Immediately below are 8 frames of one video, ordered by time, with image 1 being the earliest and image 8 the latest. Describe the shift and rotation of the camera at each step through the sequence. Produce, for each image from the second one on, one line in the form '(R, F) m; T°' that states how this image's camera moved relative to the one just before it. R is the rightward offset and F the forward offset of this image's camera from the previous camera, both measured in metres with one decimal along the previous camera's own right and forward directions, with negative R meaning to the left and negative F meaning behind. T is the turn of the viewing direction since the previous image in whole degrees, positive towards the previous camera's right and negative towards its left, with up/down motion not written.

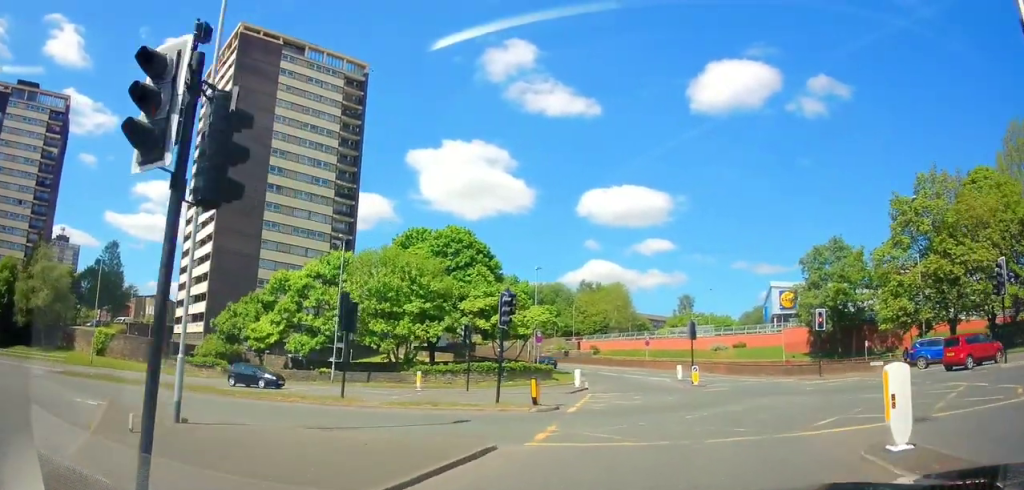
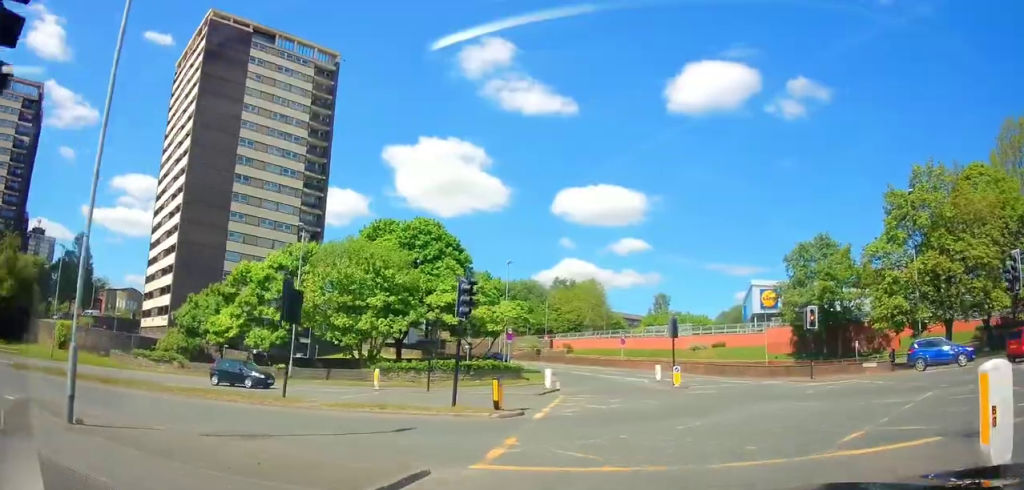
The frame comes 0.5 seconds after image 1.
(0.0, +3.0) m; +3°
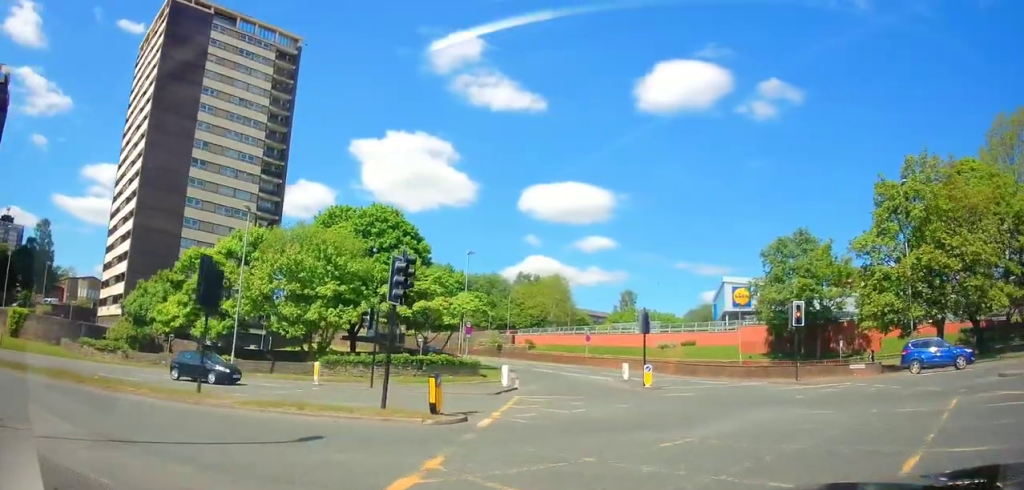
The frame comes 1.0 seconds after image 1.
(+0.1, +3.1) m; +6°
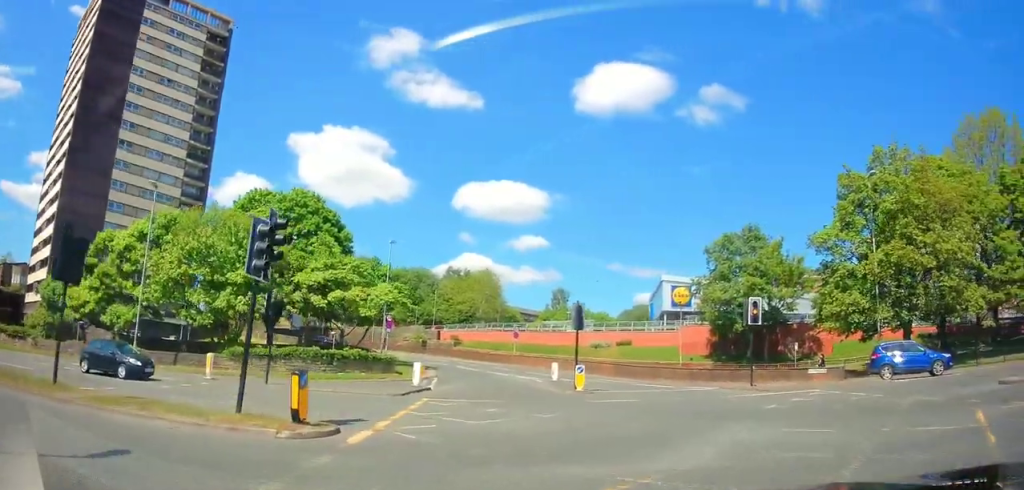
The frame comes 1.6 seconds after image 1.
(+0.2, +3.5) m; +9°
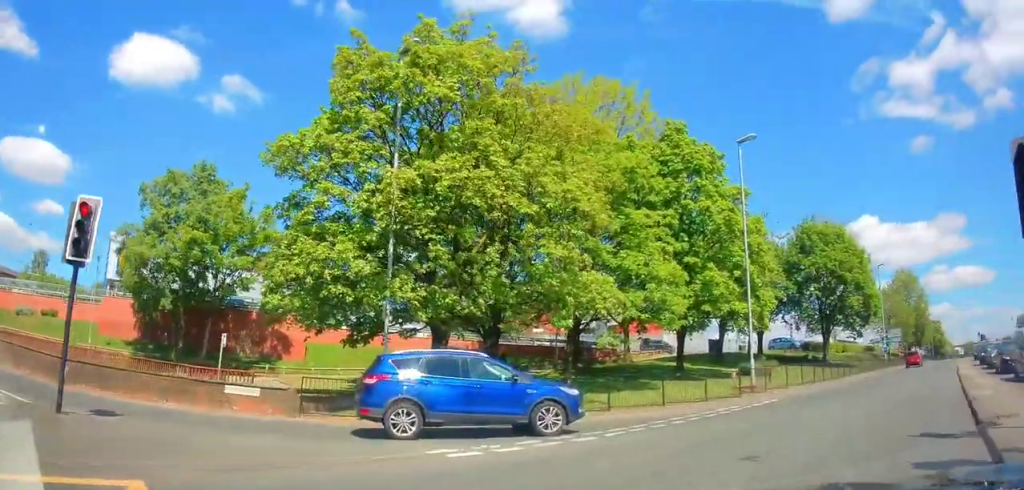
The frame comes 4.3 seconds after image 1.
(+7.6, +13.3) m; +54°
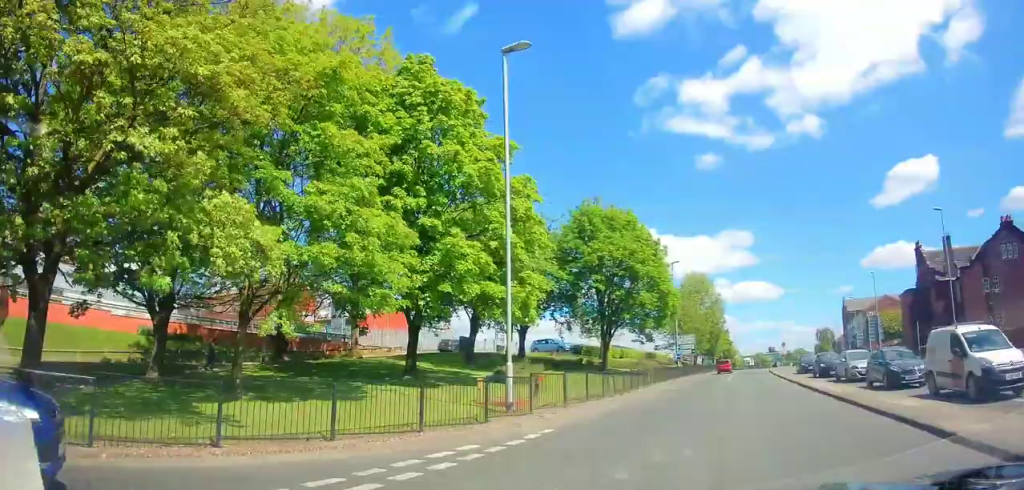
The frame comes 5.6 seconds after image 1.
(+0.8, +8.2) m; +15°
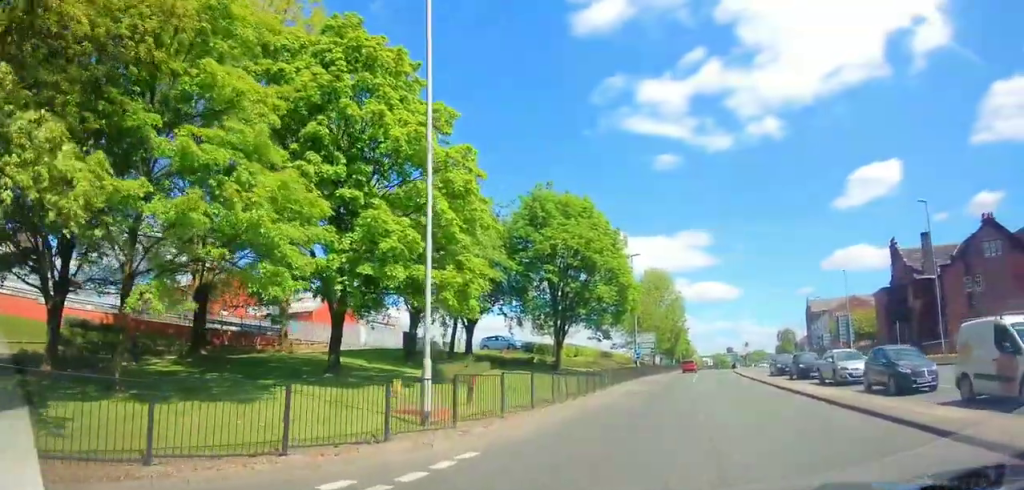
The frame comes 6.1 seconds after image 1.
(+0.3, +3.2) m; +7°
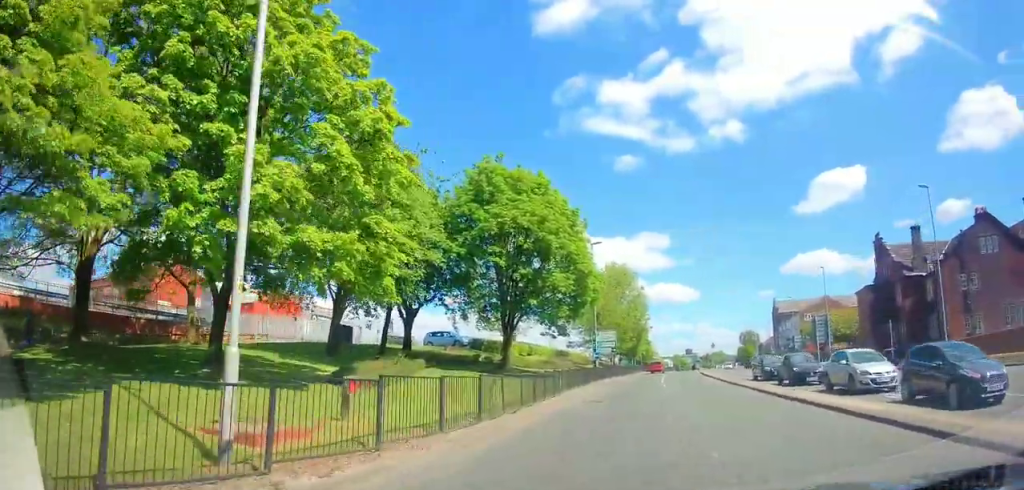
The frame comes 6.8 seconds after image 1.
(+0.3, +4.4) m; +3°
